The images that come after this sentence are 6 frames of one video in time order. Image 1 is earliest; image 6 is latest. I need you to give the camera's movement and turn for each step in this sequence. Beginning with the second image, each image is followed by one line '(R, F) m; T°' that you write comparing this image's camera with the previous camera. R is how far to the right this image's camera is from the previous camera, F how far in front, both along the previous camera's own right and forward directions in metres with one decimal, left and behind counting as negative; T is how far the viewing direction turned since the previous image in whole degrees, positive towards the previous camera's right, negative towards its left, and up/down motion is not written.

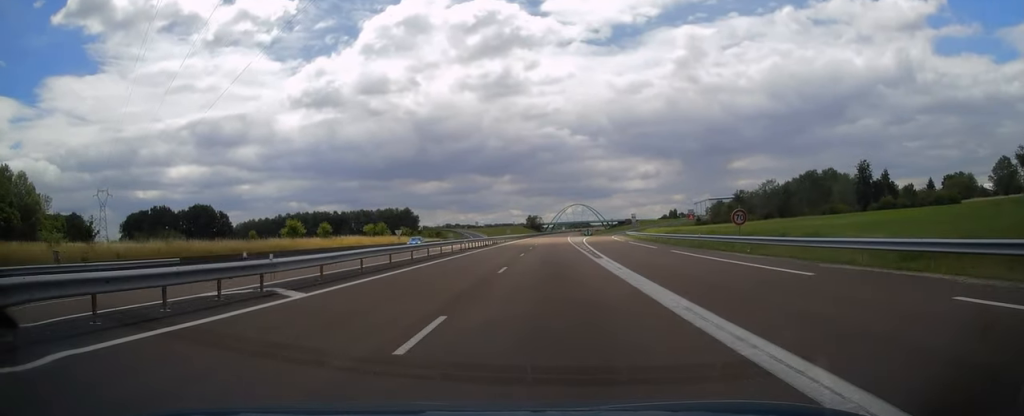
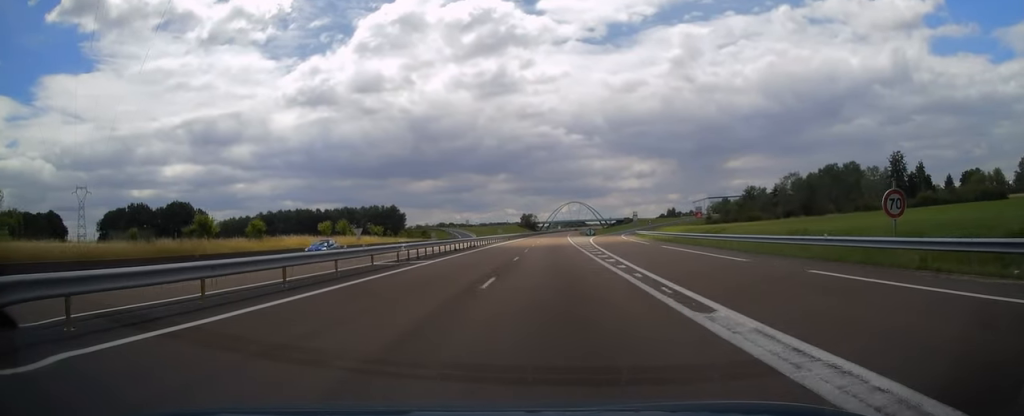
(+0.1, +18.6) m; 0°
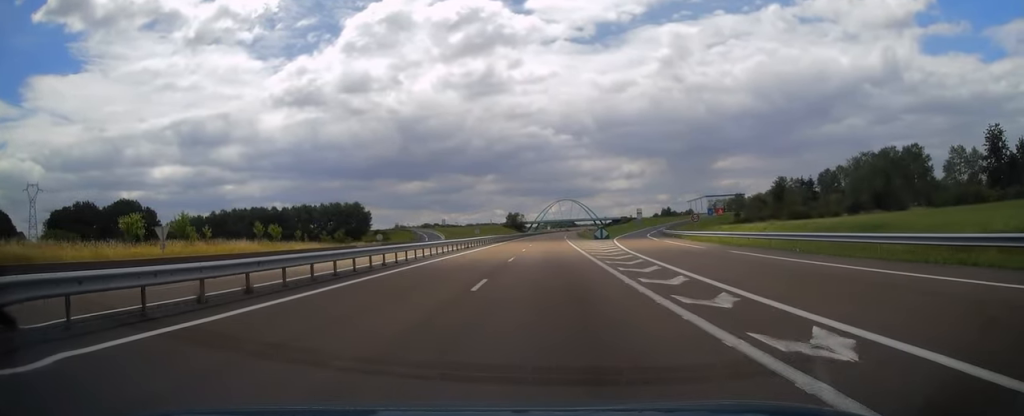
(+0.4, +39.8) m; +1°
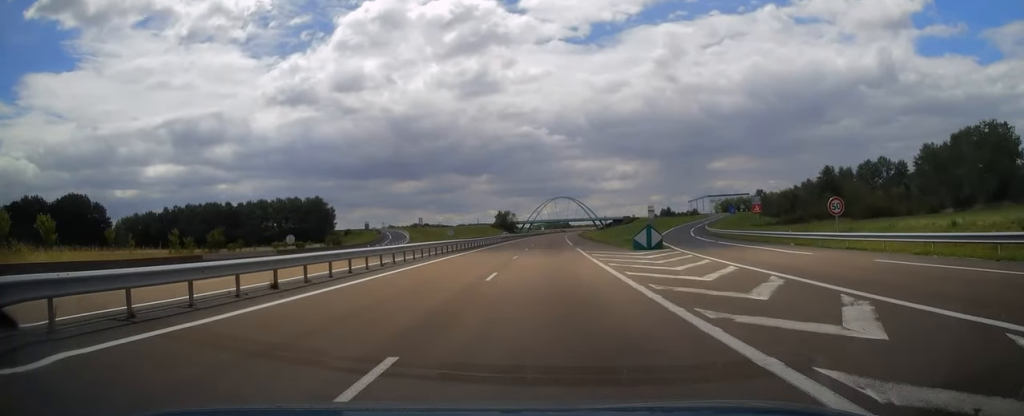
(+0.2, +36.3) m; +1°
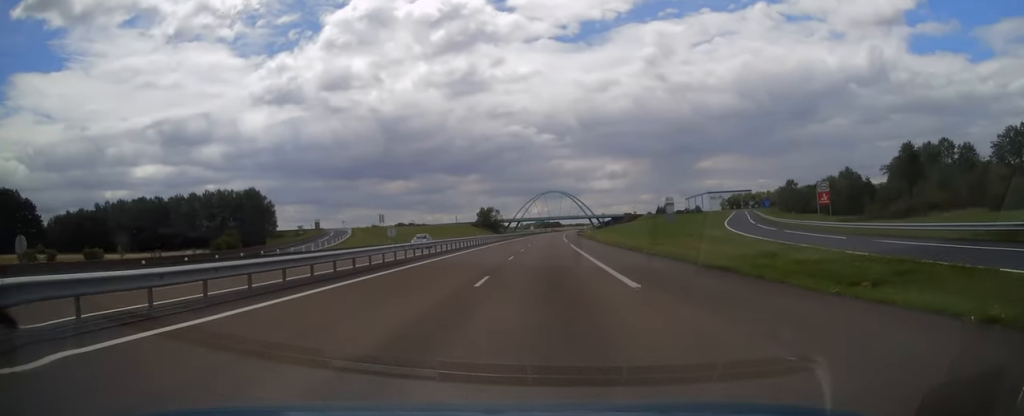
(+0.3, +41.3) m; +1°
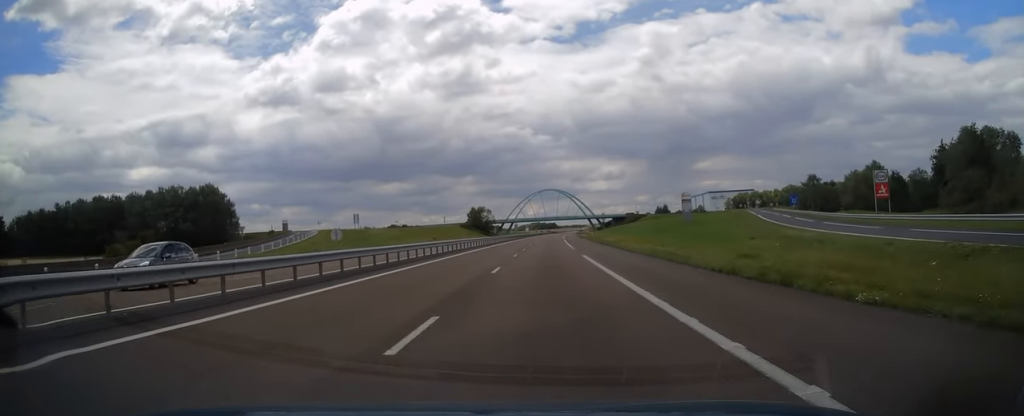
(+0.1, +21.2) m; 0°
